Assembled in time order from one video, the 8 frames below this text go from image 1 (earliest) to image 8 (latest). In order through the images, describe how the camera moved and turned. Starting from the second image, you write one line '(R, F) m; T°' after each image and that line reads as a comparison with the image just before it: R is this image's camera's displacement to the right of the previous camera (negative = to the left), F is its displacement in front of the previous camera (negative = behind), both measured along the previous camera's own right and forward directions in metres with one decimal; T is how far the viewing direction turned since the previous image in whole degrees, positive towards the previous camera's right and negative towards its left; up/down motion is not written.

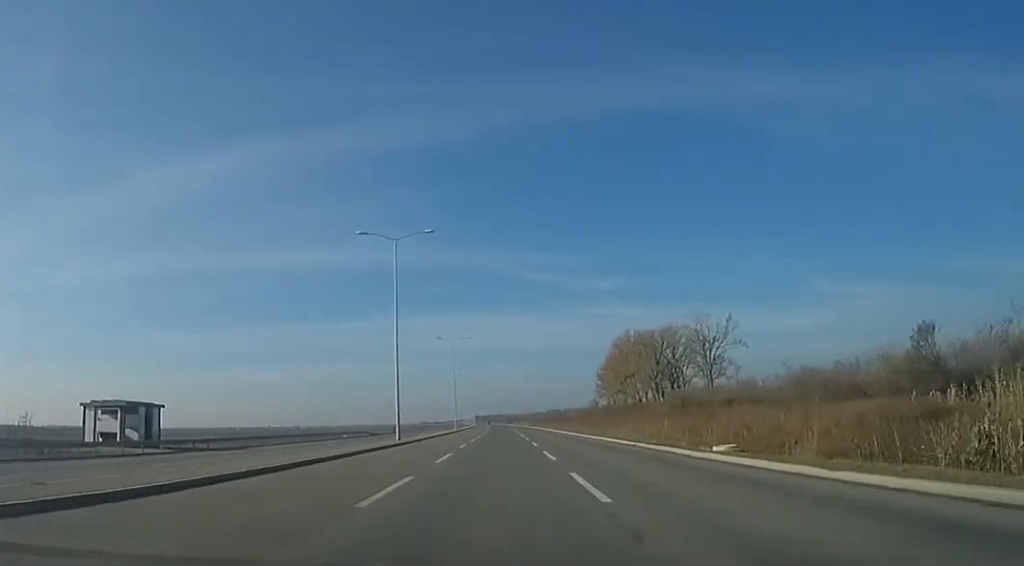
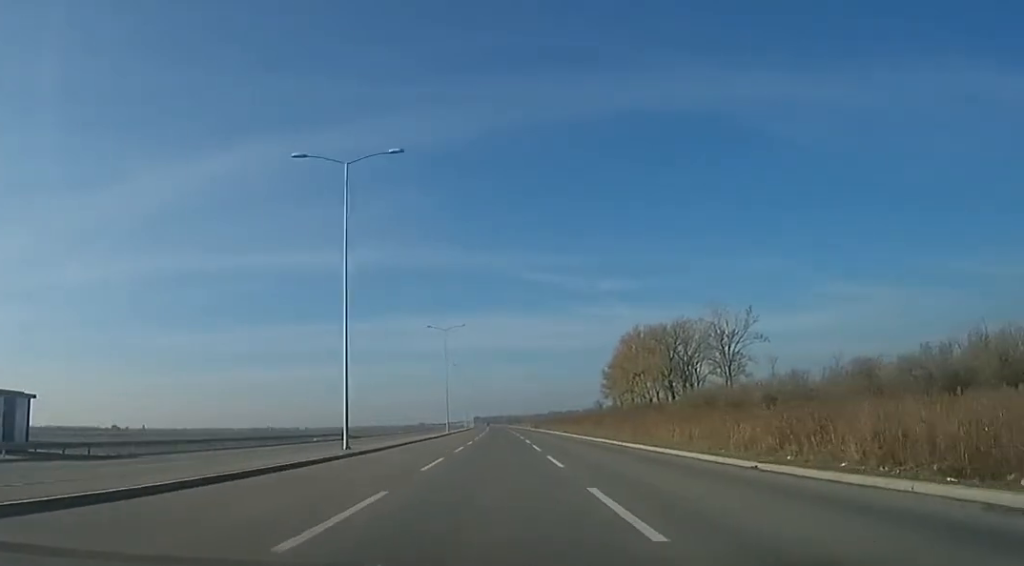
(0.0, +12.7) m; 0°
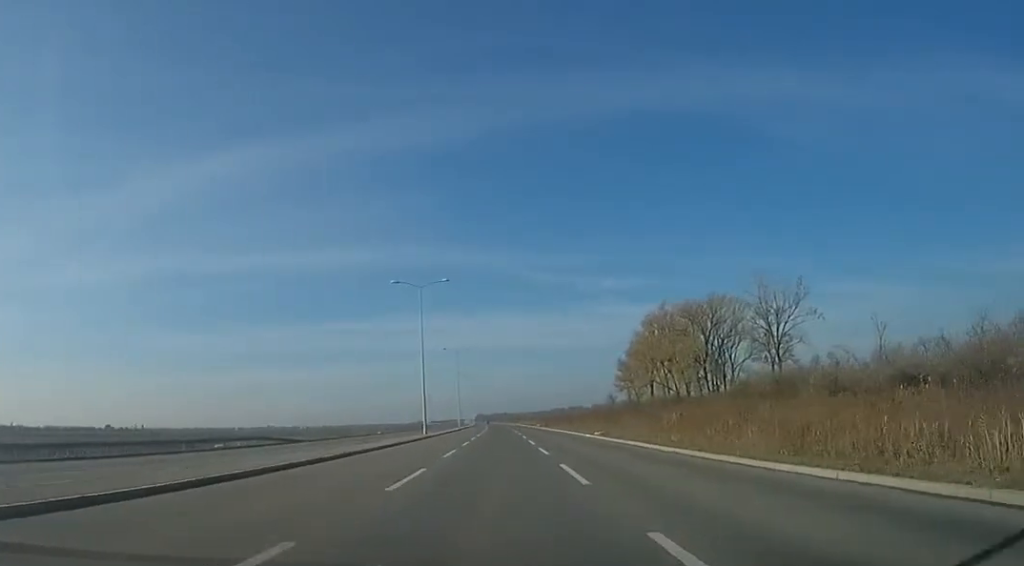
(+0.1, +24.5) m; 0°
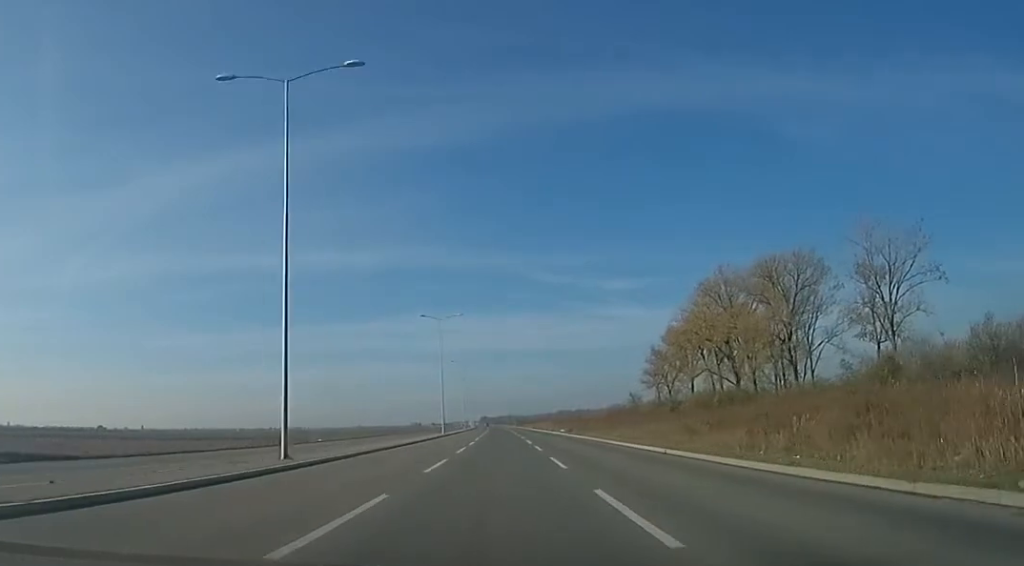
(-0.2, +35.2) m; -1°
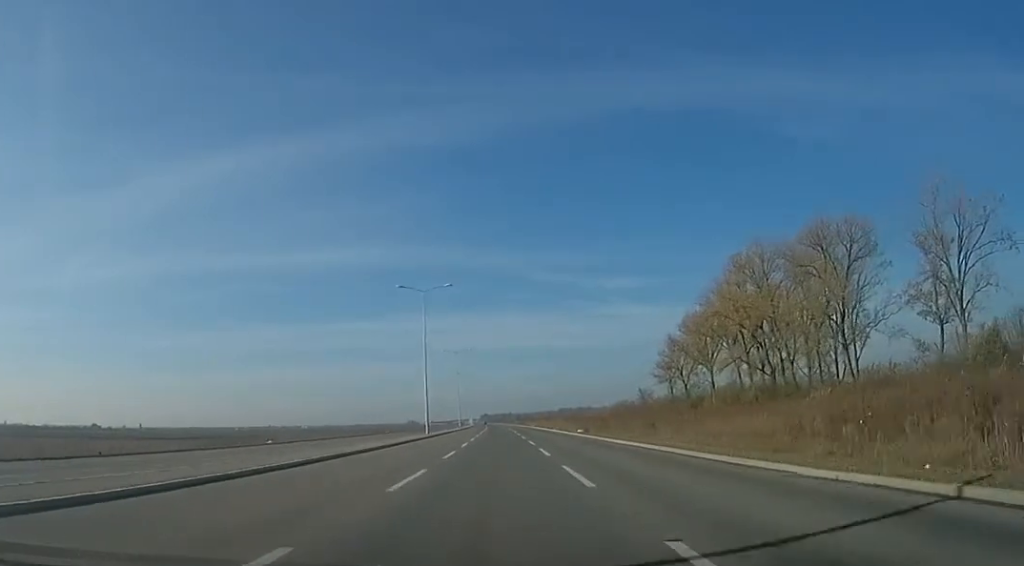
(0.0, +14.7) m; 0°
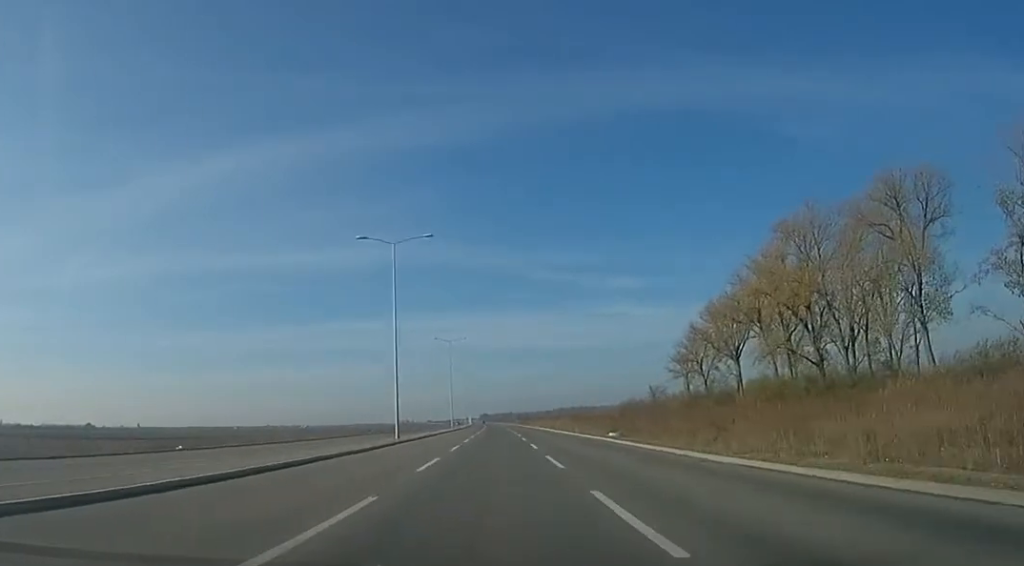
(0.0, +15.4) m; 0°
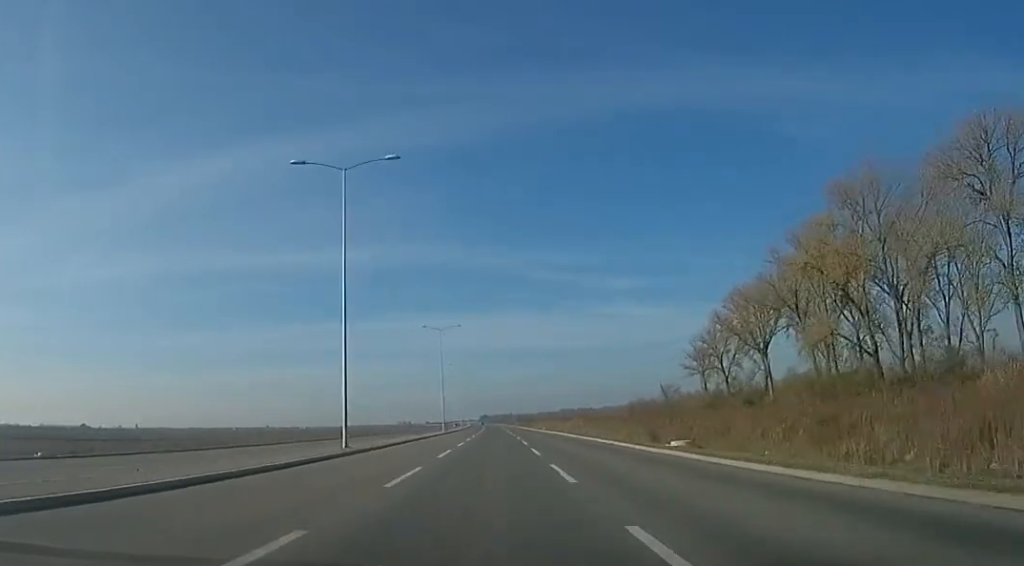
(0.0, +13.2) m; -2°
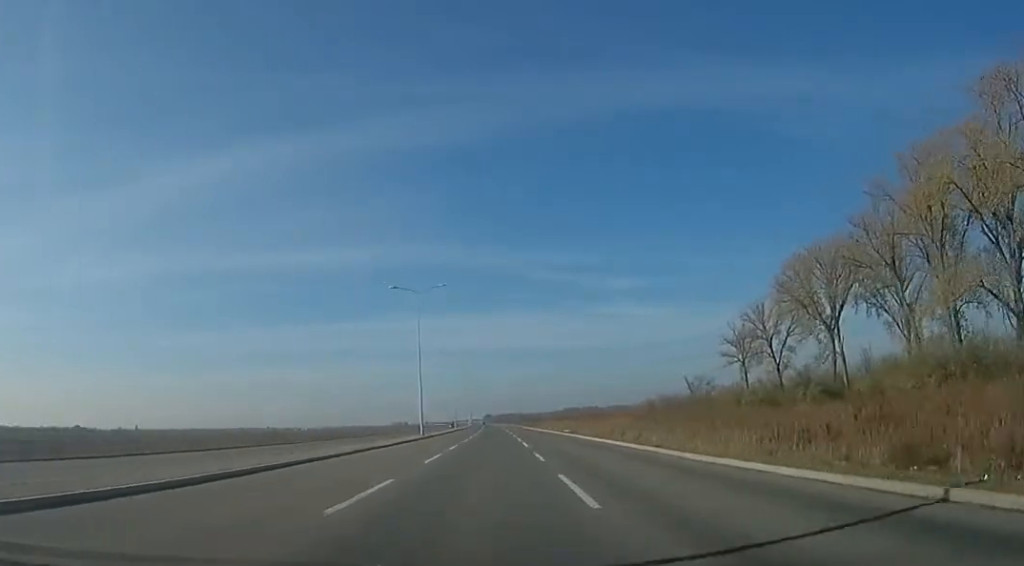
(-0.9, +23.3) m; -1°
